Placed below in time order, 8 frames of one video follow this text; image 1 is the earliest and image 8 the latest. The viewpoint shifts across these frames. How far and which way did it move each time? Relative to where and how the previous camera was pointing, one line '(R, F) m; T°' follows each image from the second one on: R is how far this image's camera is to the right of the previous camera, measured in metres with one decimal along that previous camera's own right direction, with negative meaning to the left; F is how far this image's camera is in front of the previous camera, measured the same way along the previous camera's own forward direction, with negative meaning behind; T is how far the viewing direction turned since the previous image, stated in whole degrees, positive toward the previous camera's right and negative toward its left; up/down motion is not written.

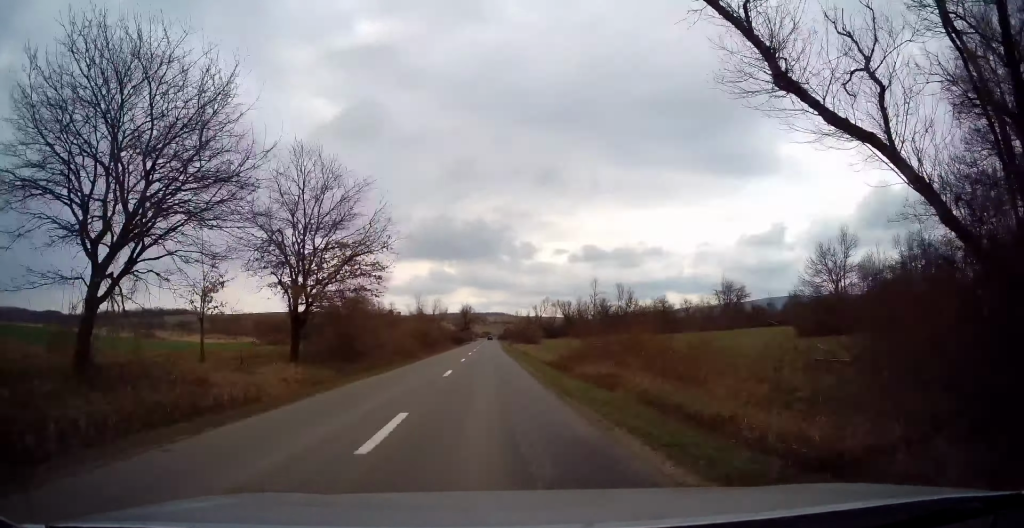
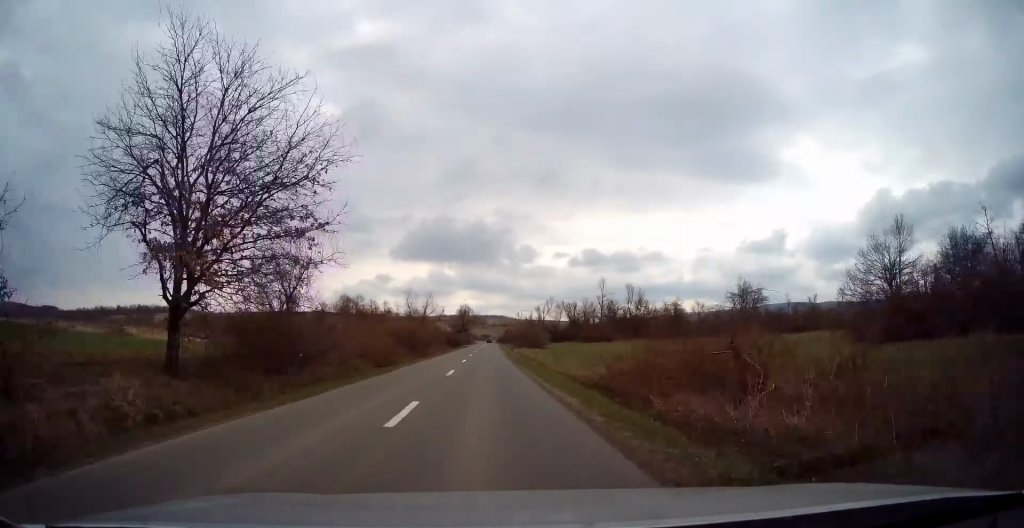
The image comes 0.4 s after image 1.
(0.0, +10.1) m; 0°
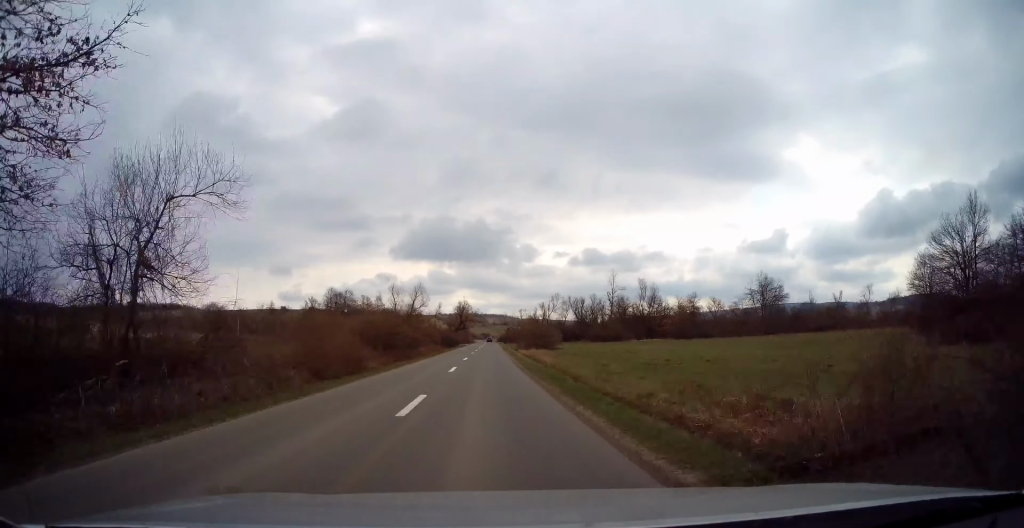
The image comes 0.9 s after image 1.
(0.0, +10.9) m; +1°
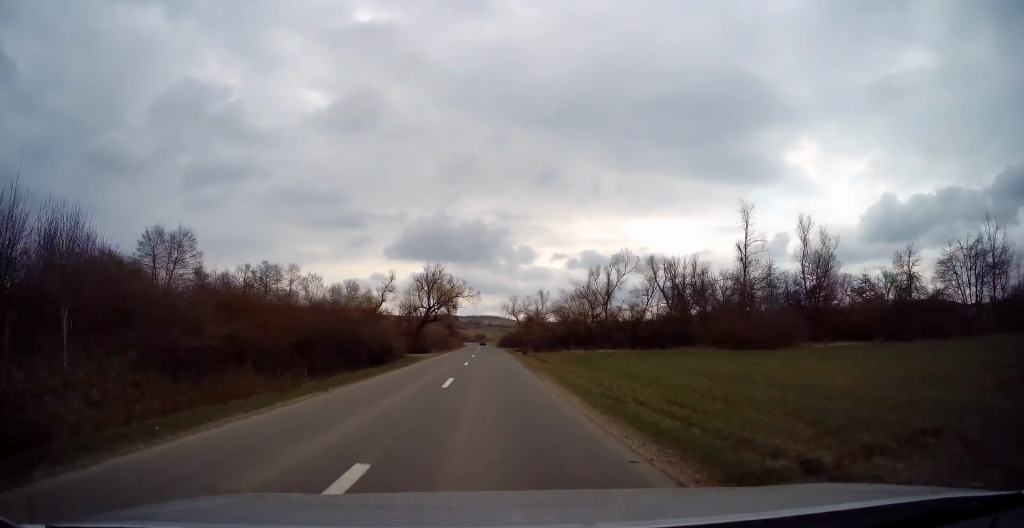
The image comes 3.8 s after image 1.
(+0.6, +67.8) m; 0°
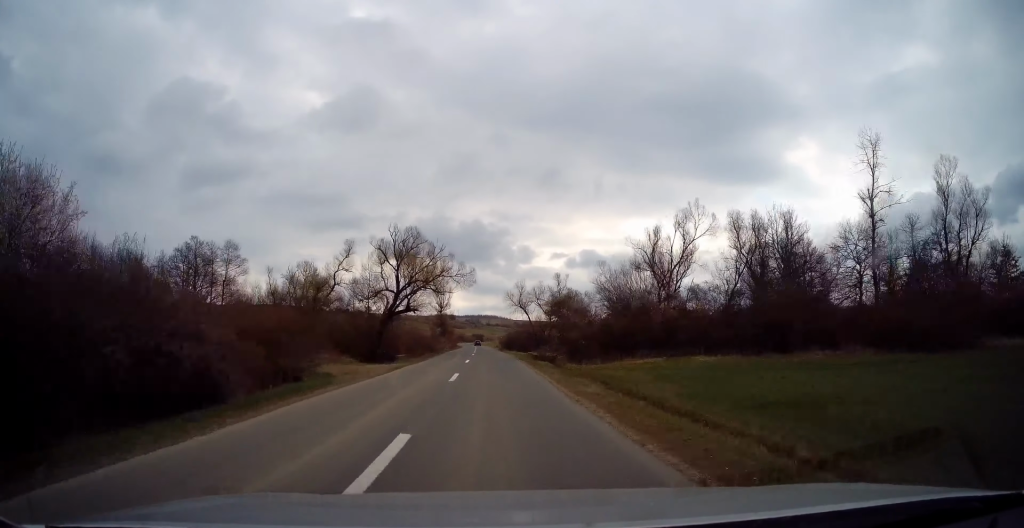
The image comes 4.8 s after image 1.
(+0.1, +22.2) m; +1°
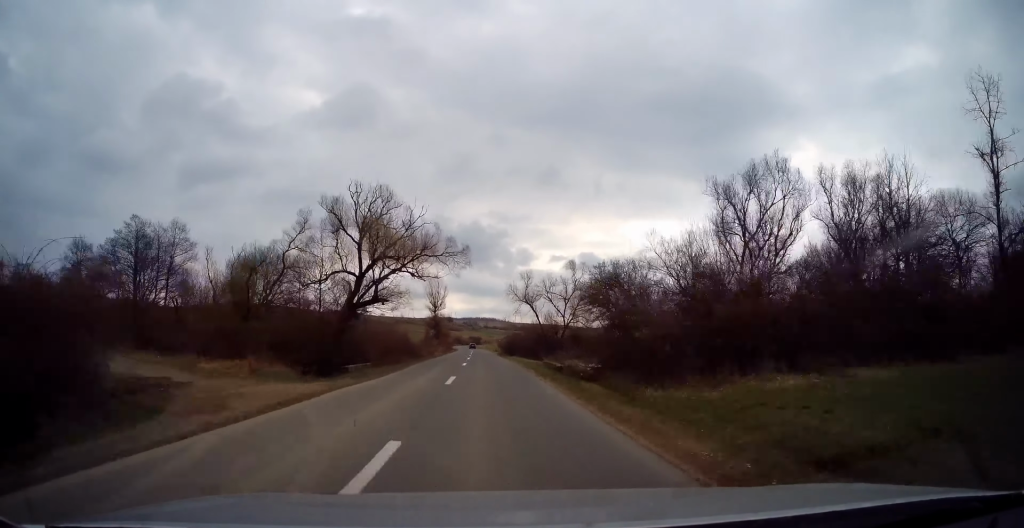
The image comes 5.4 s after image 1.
(0.0, +12.5) m; 0°
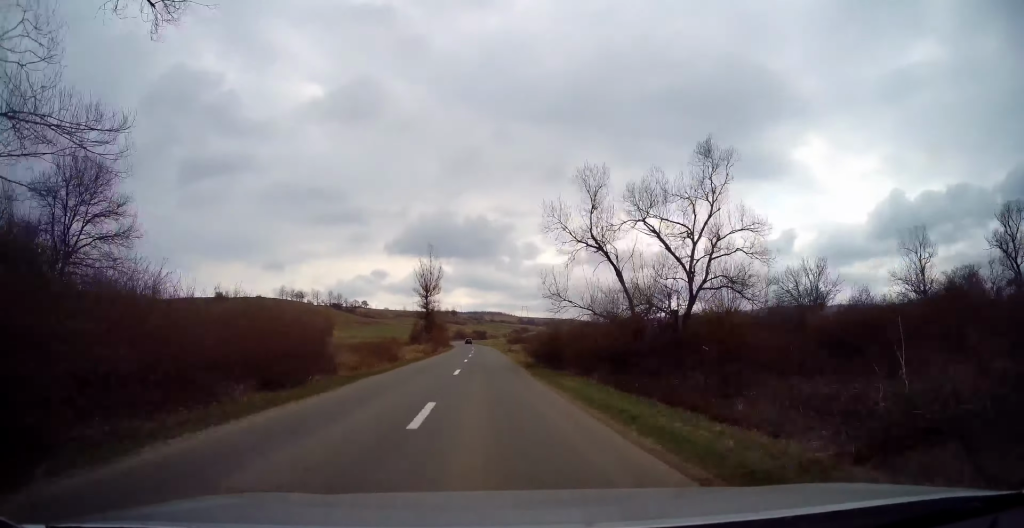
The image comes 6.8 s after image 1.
(0.0, +31.1) m; -2°
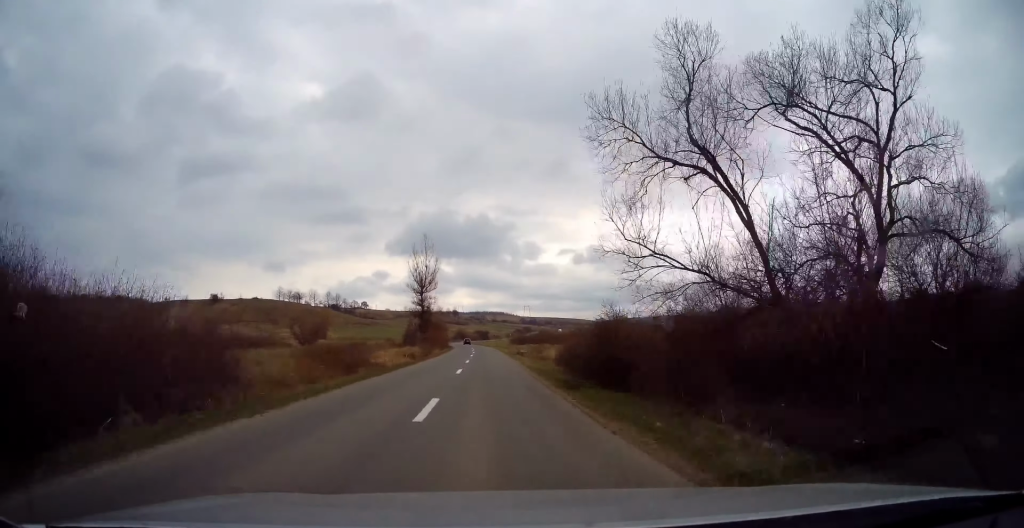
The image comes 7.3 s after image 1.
(0.0, +10.8) m; -1°
